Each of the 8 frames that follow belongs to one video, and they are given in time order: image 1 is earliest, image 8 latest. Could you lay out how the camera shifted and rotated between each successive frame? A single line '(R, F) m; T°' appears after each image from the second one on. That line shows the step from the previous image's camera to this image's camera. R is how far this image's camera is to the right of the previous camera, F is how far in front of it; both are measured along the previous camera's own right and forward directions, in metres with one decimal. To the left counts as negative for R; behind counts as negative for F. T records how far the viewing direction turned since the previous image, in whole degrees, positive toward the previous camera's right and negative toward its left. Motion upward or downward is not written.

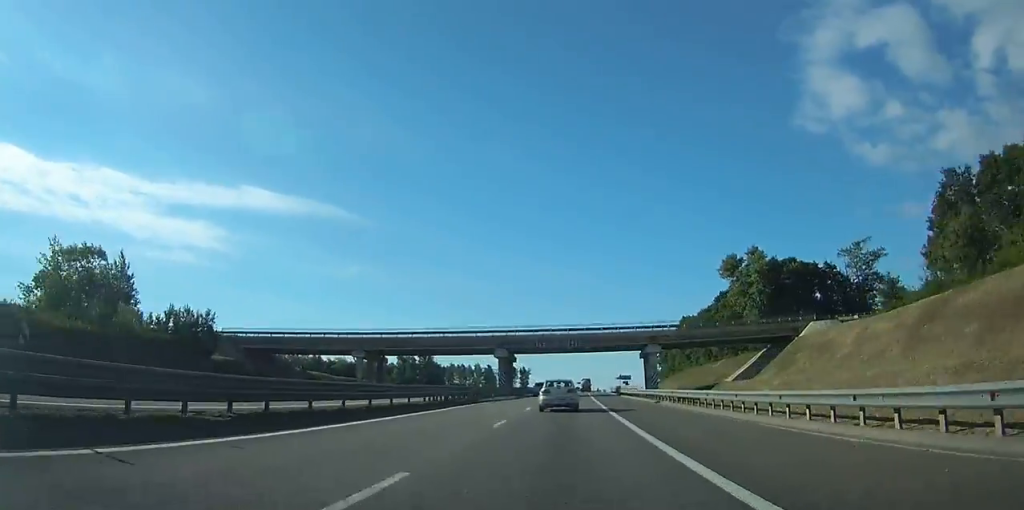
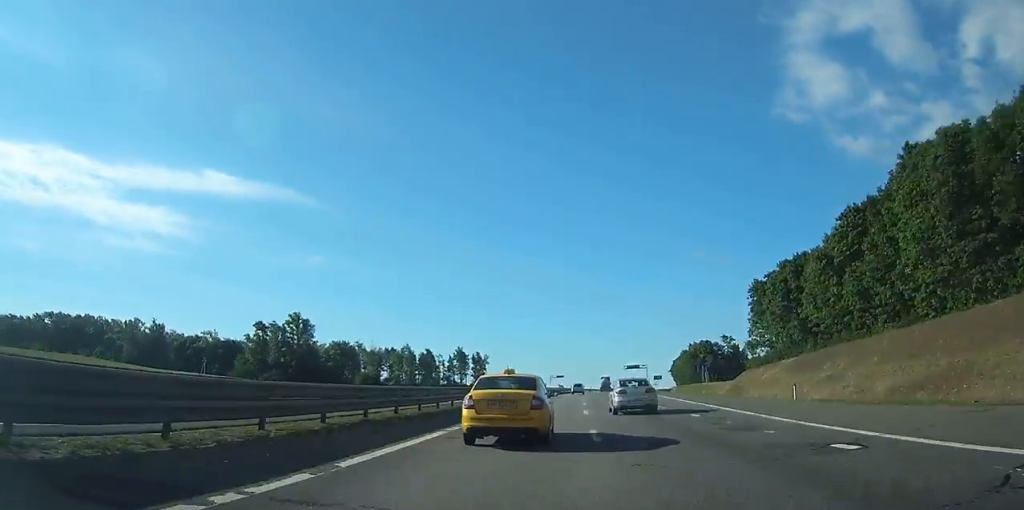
(+2.9, +122.7) m; +3°
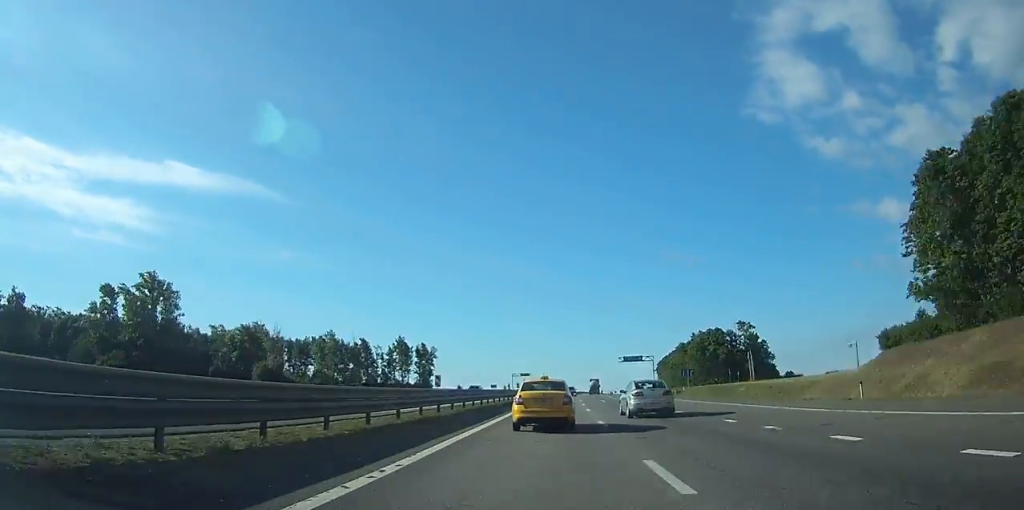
(+0.6, +52.4) m; +2°
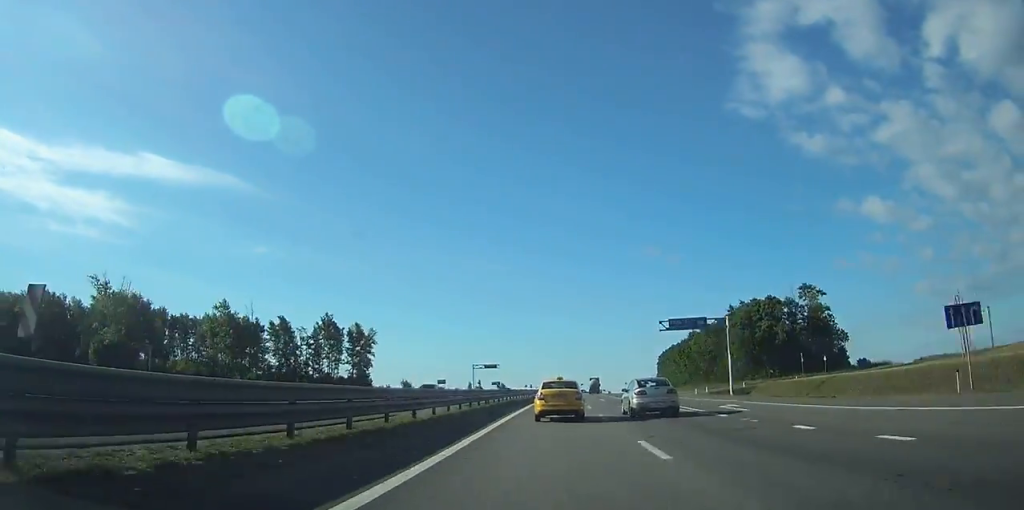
(+1.0, +54.5) m; +2°
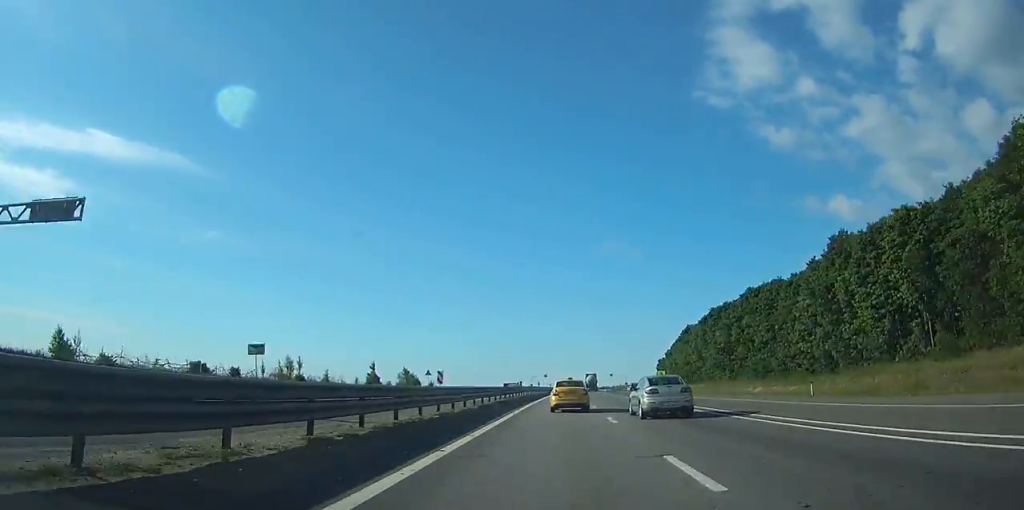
(+4.4, +116.9) m; +4°
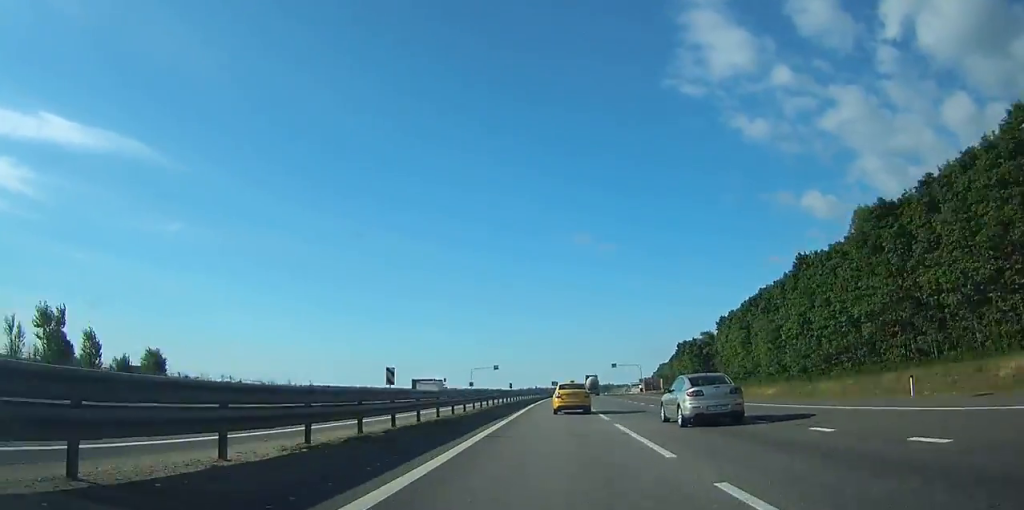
(+2.8, +107.1) m; +3°
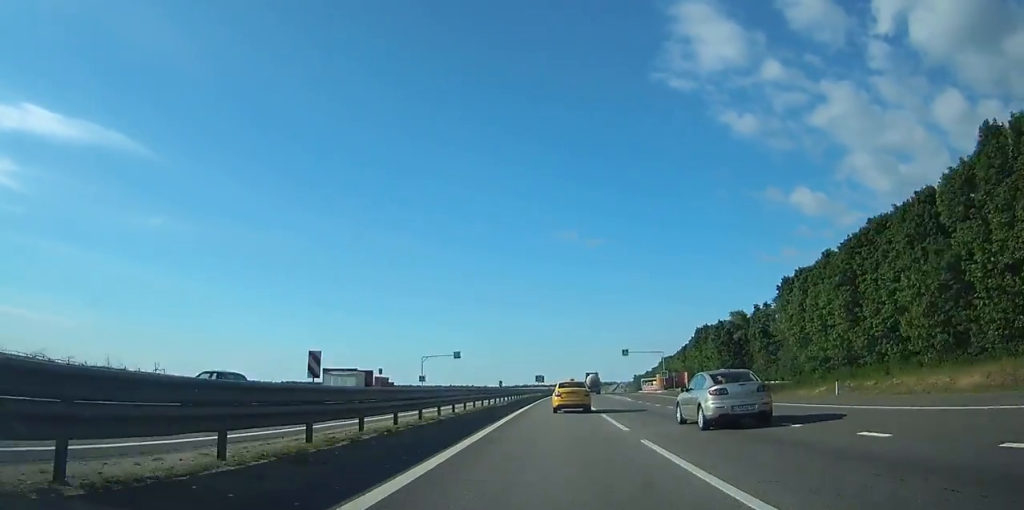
(-0.1, +42.7) m; +1°
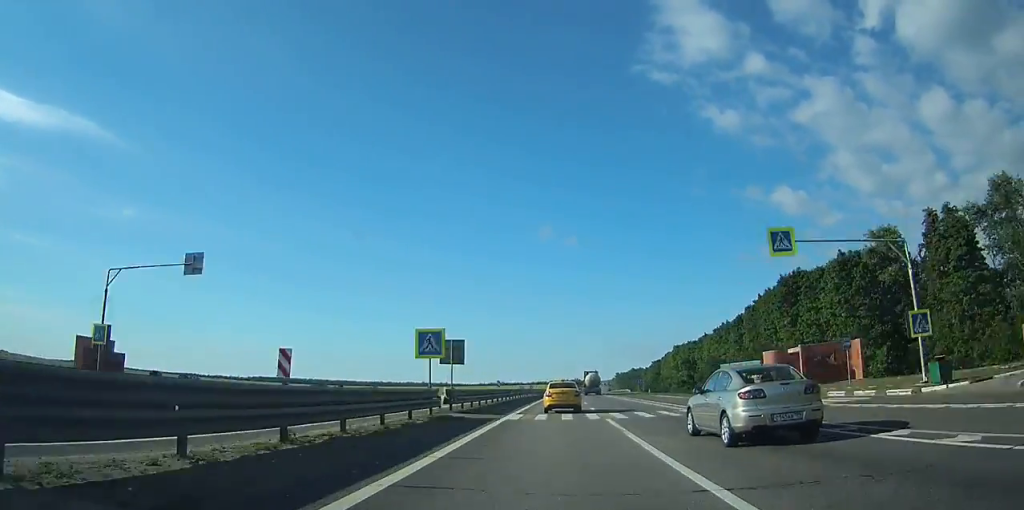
(+1.6, +76.3) m; +2°
